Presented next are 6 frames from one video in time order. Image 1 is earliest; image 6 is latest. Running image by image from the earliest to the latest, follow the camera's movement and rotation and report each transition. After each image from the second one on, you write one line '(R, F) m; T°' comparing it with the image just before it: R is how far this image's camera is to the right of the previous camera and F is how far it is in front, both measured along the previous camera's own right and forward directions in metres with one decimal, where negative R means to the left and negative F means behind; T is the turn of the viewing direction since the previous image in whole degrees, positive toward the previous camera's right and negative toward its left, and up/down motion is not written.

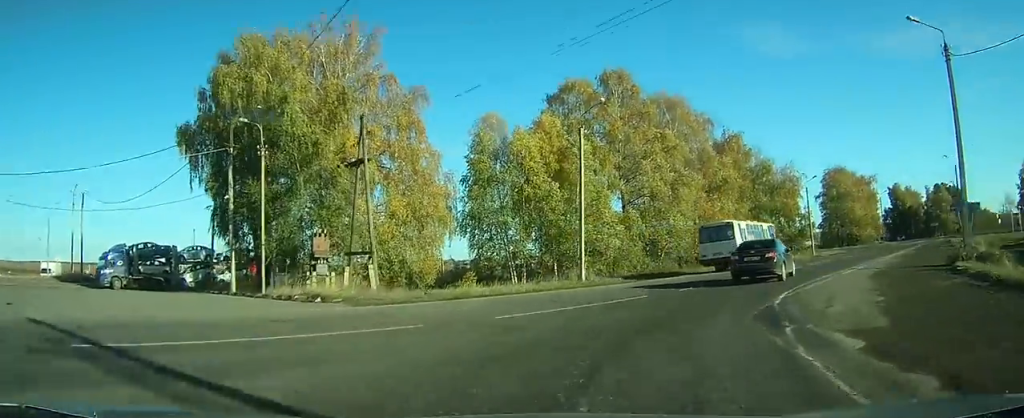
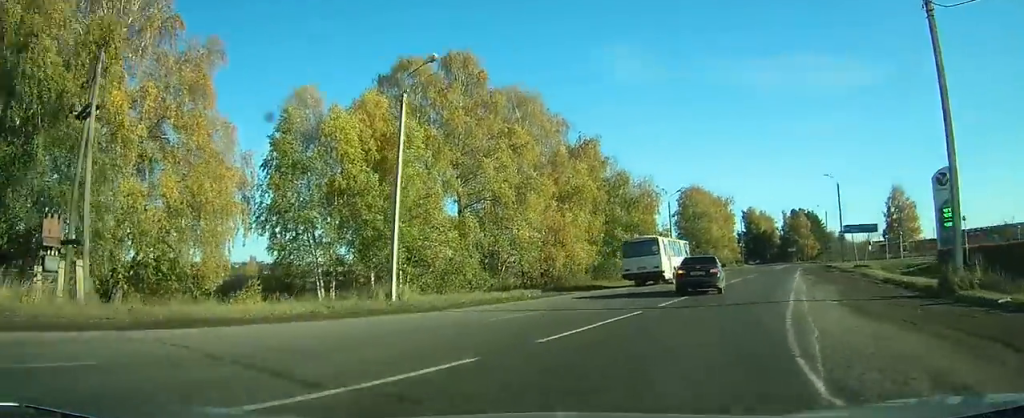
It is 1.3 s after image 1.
(+0.4, +10.5) m; +12°
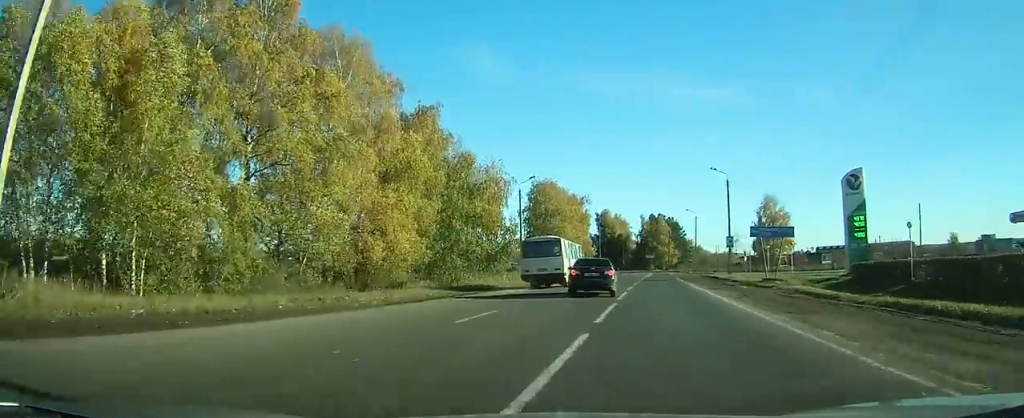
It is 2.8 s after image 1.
(+2.2, +11.8) m; +15°
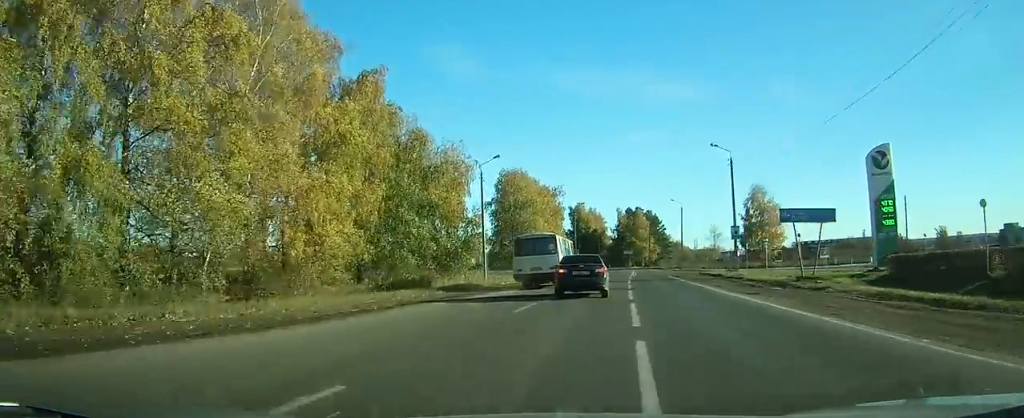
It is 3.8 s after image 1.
(+0.8, +7.8) m; +7°
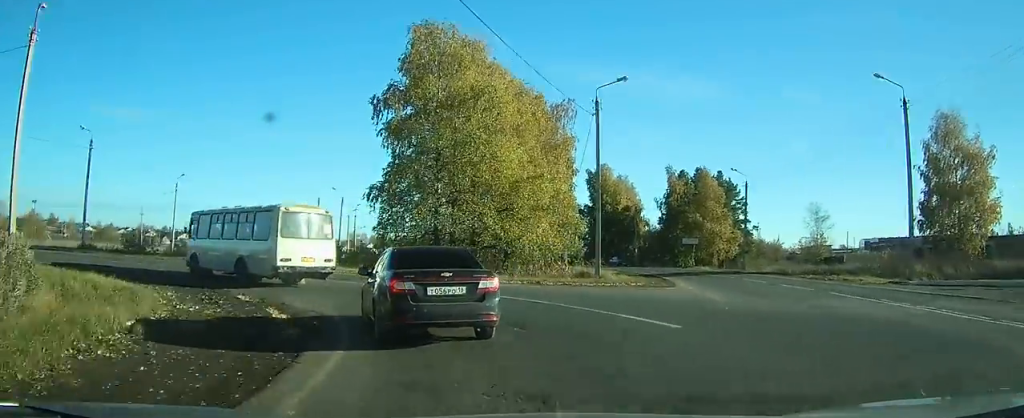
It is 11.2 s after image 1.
(+12.8, +55.4) m; +13°
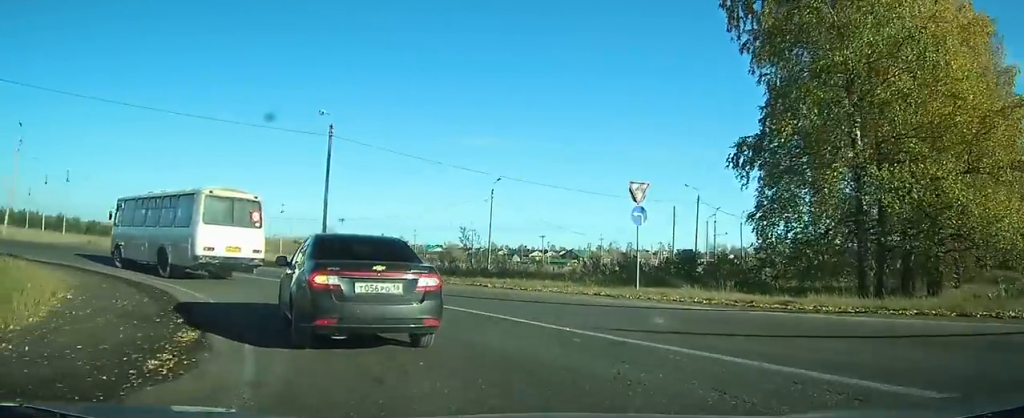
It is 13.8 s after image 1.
(-1.5, +16.1) m; -17°
